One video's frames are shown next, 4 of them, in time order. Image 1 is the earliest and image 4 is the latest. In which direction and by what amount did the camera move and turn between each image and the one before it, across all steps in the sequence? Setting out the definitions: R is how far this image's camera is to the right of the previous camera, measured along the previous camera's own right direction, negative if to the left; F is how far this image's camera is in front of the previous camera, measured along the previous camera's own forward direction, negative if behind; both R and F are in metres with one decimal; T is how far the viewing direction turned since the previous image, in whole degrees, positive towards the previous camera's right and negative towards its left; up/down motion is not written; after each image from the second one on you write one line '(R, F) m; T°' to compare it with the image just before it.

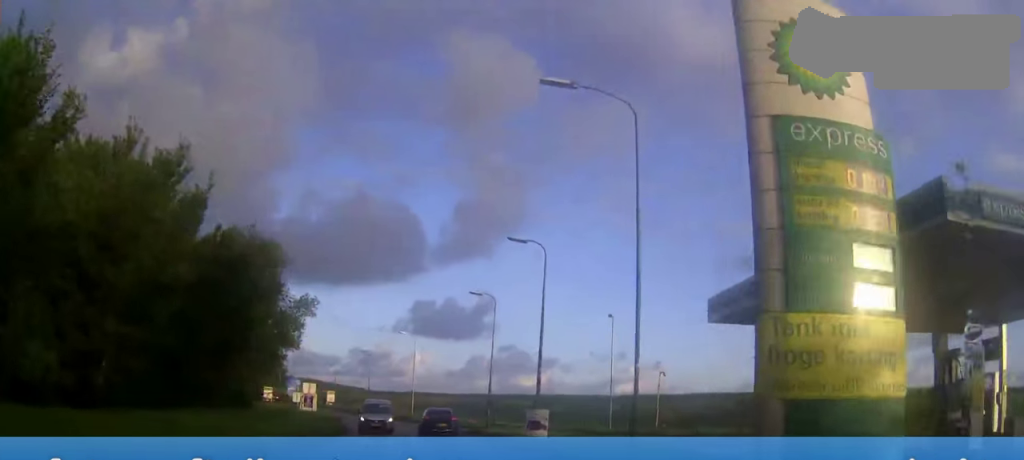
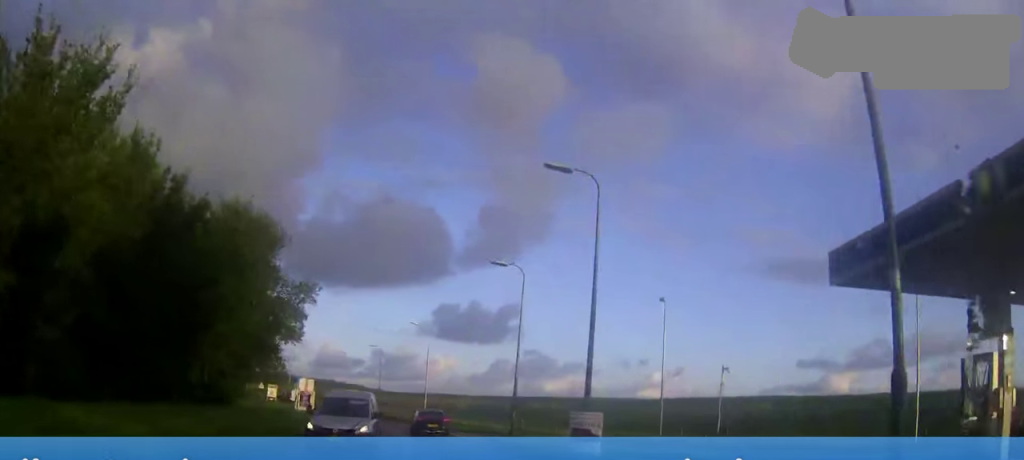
(0.0, +8.7) m; -1°
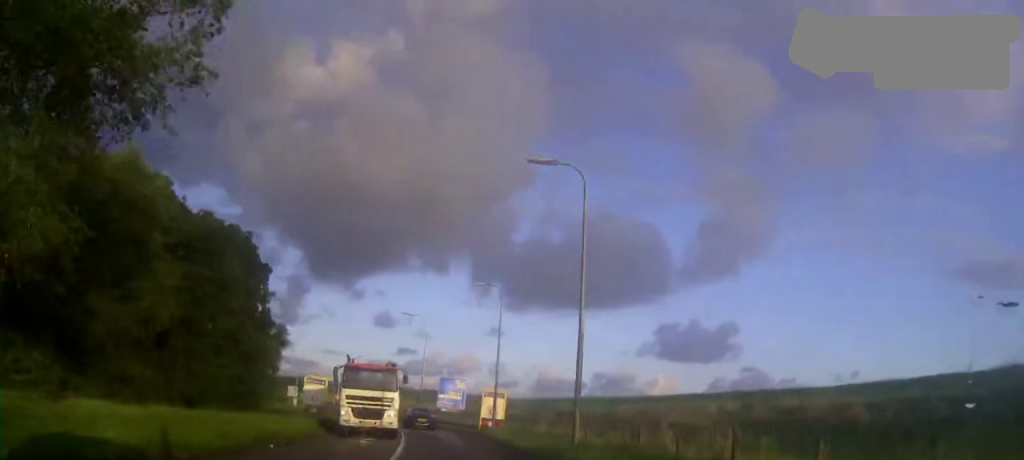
(-7.0, +61.5) m; -17°
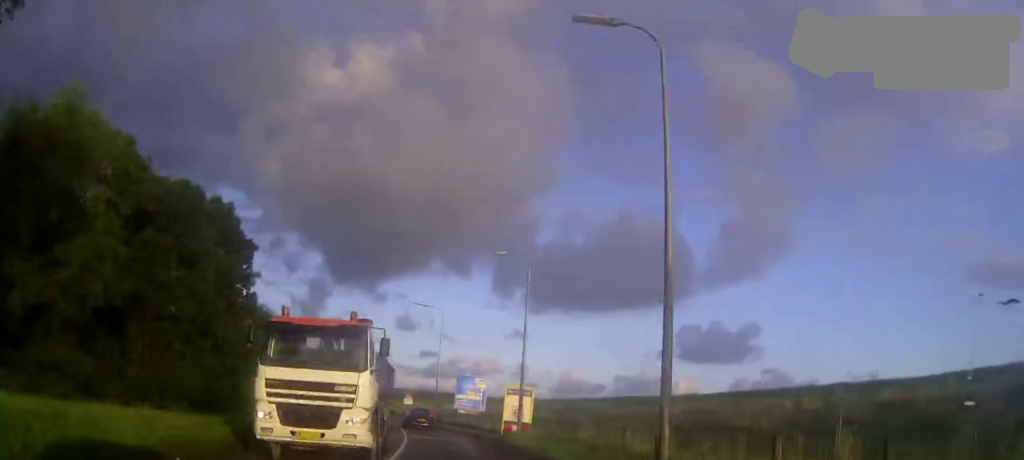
(-0.1, +6.9) m; -2°
